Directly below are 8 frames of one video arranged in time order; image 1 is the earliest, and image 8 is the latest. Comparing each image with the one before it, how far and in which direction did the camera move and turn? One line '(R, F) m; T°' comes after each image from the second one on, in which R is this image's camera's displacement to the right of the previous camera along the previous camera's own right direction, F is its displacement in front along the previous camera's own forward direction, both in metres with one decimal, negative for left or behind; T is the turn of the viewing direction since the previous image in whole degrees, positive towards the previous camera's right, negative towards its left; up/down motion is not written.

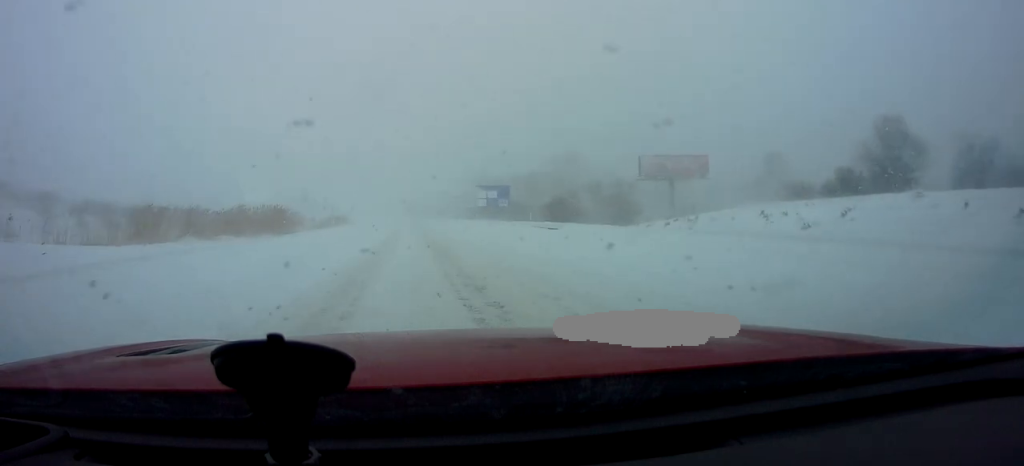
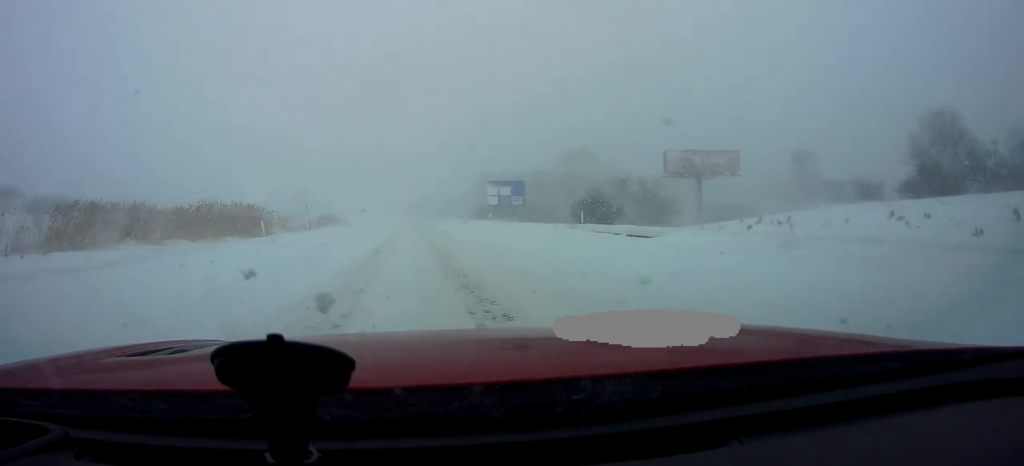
(-0.1, +10.7) m; 0°
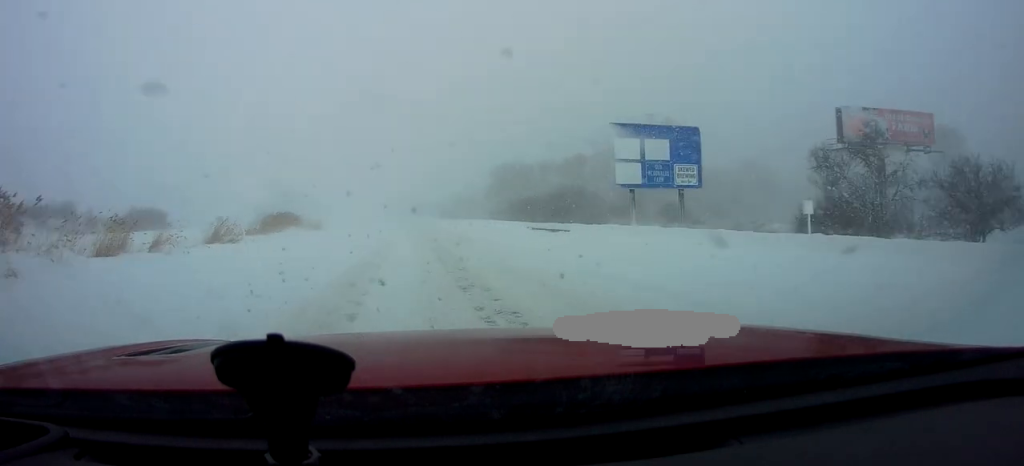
(0.0, +41.0) m; +1°
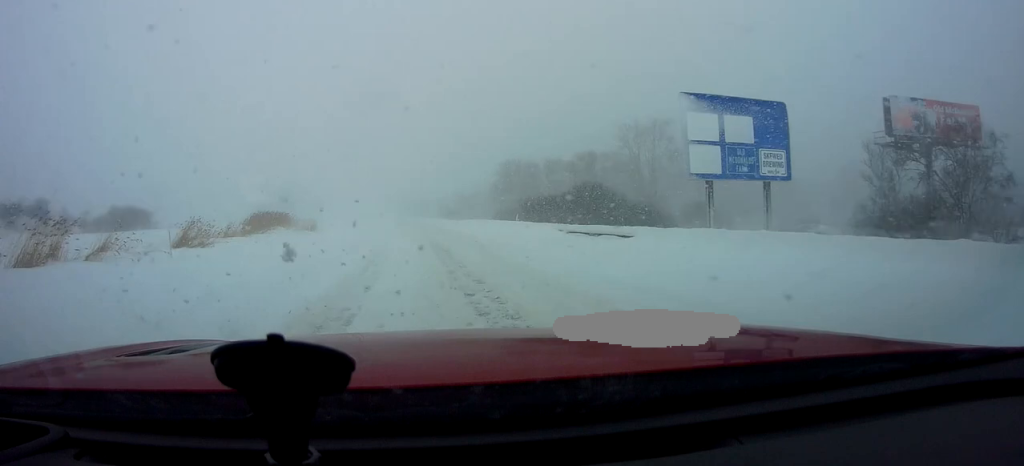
(+0.1, +6.8) m; 0°
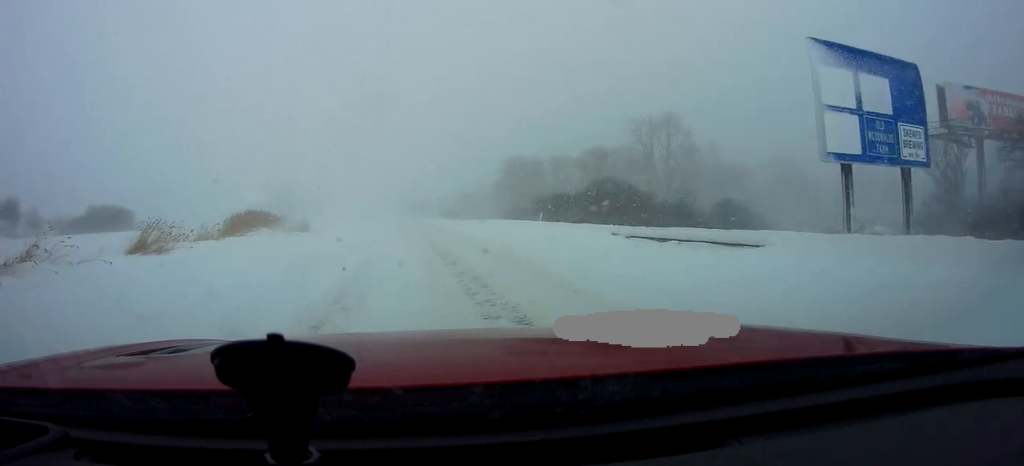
(+0.1, +6.7) m; 0°
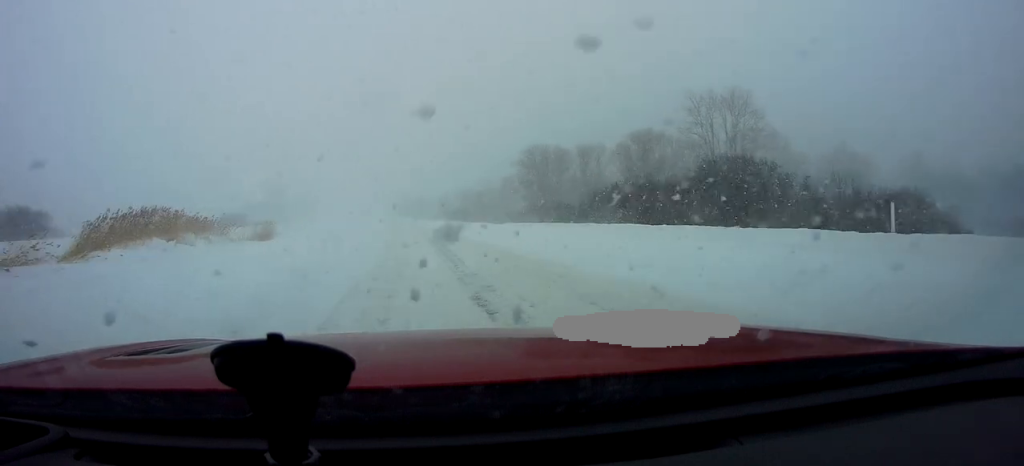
(-0.1, +24.1) m; 0°
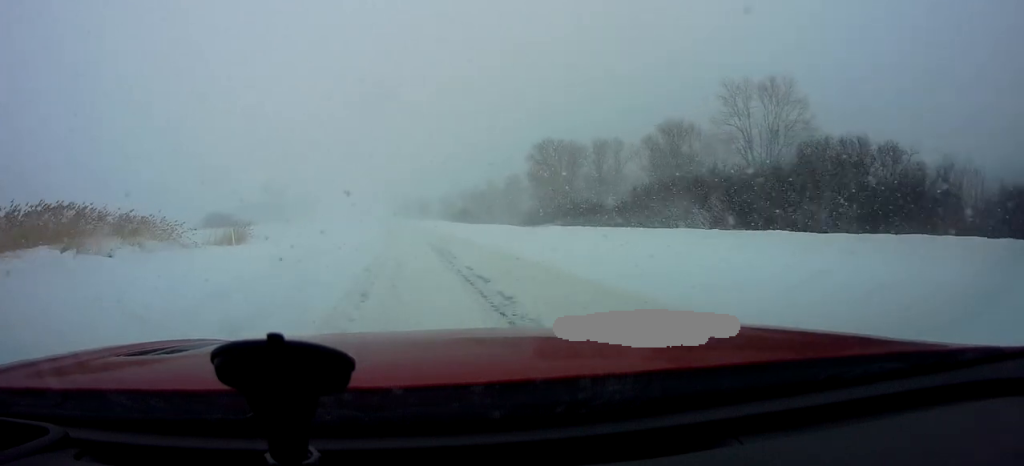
(0.0, +11.1) m; 0°
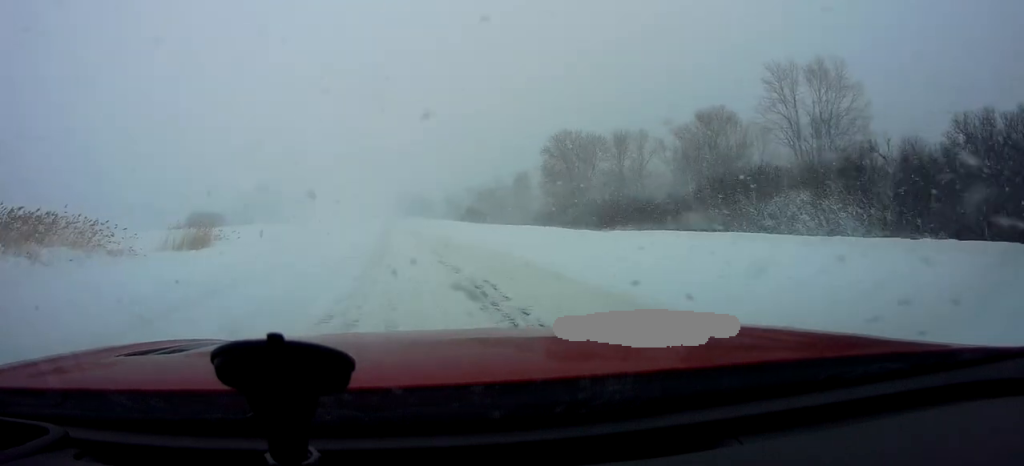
(-0.1, +10.6) m; 0°
